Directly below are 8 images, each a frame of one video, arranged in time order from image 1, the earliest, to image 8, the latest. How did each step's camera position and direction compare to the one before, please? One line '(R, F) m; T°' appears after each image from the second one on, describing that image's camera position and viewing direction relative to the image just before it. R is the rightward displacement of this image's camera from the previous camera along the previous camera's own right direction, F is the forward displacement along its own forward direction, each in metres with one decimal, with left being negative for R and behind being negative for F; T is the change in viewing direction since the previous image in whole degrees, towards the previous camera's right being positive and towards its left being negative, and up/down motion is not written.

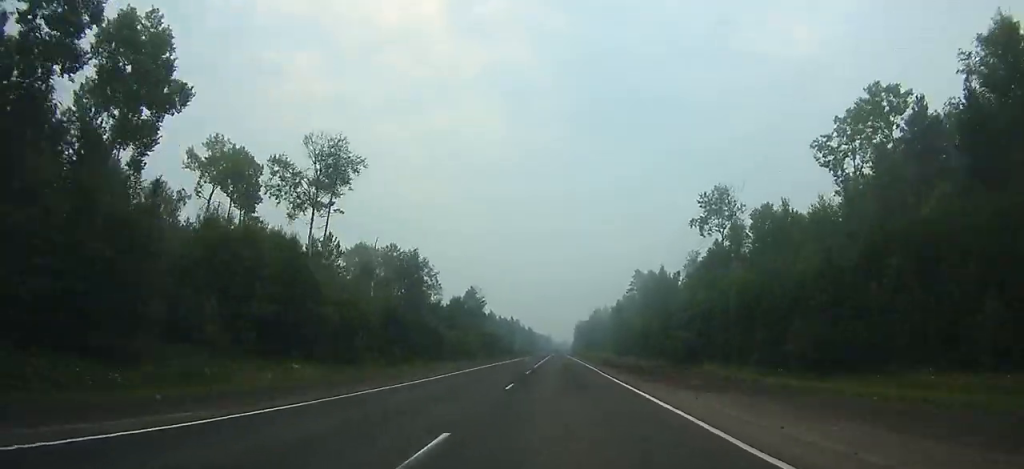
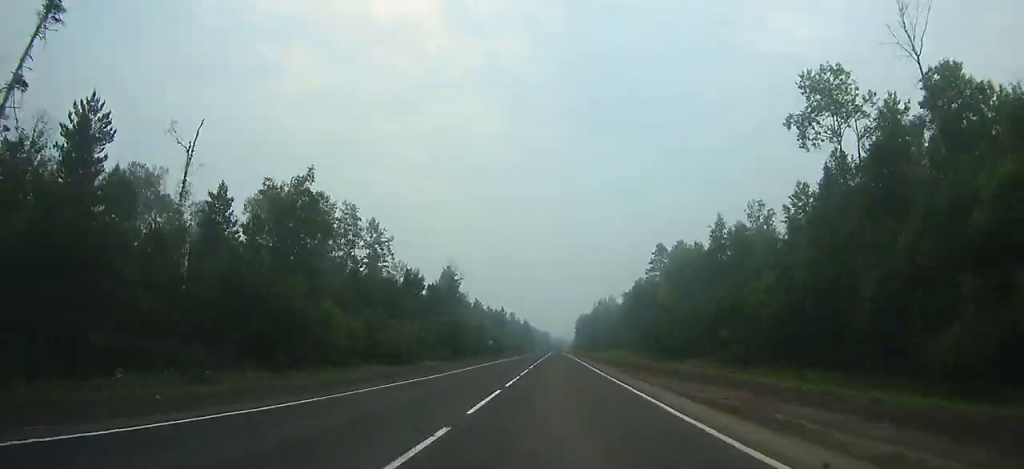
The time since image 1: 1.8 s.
(-1.7, +47.3) m; -2°
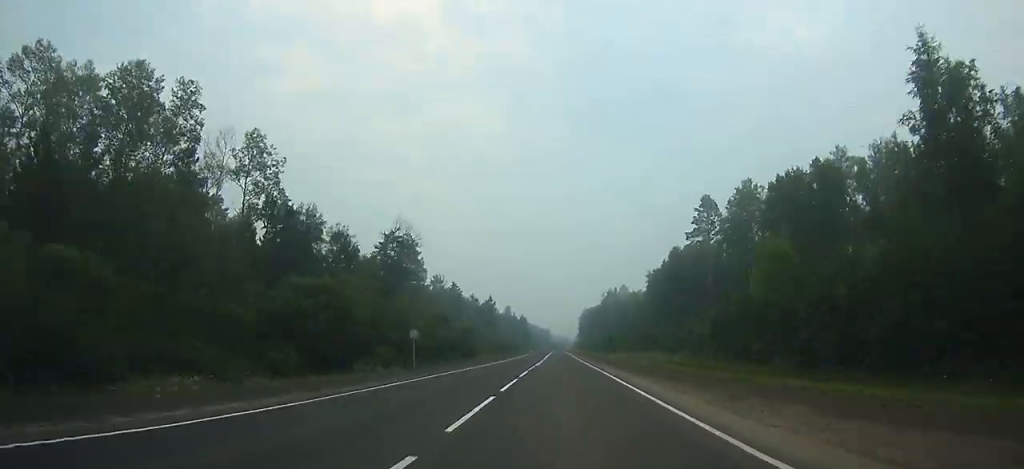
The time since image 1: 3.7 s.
(-5.1, +50.6) m; -2°
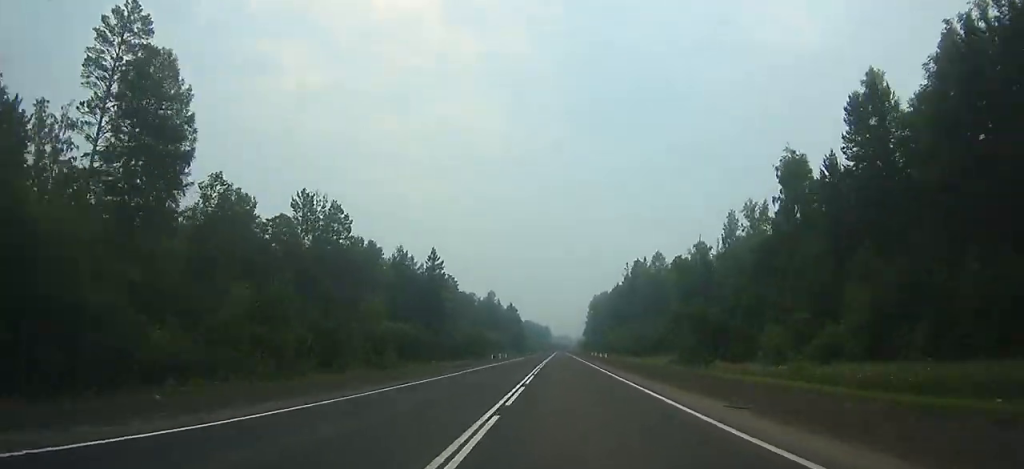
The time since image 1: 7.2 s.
(+5.4, +92.2) m; +4°
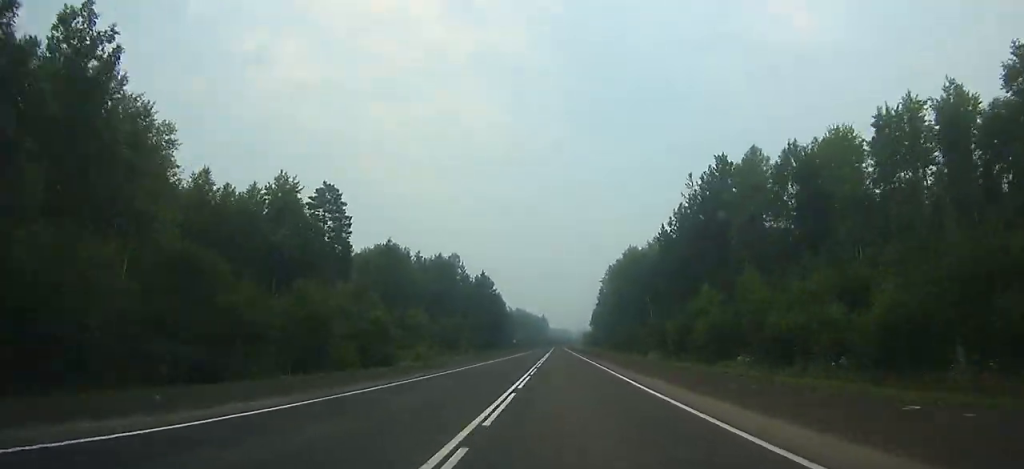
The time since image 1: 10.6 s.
(+0.3, +88.1) m; 0°
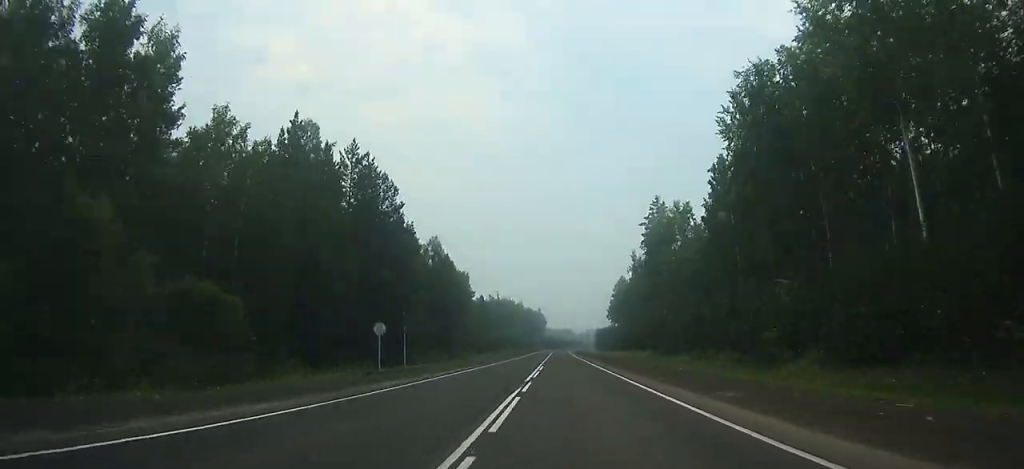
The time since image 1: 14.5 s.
(0.0, +103.2) m; 0°
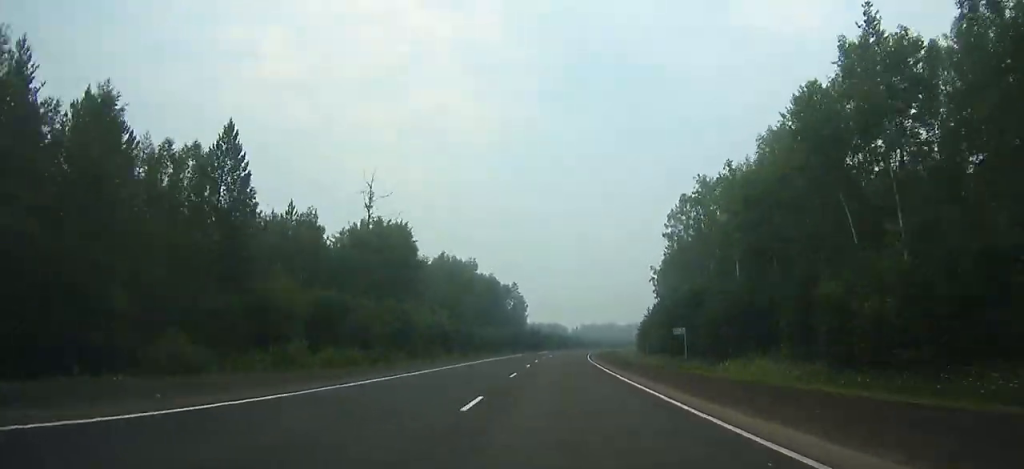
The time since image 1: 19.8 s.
(+0.7, +142.0) m; +2°
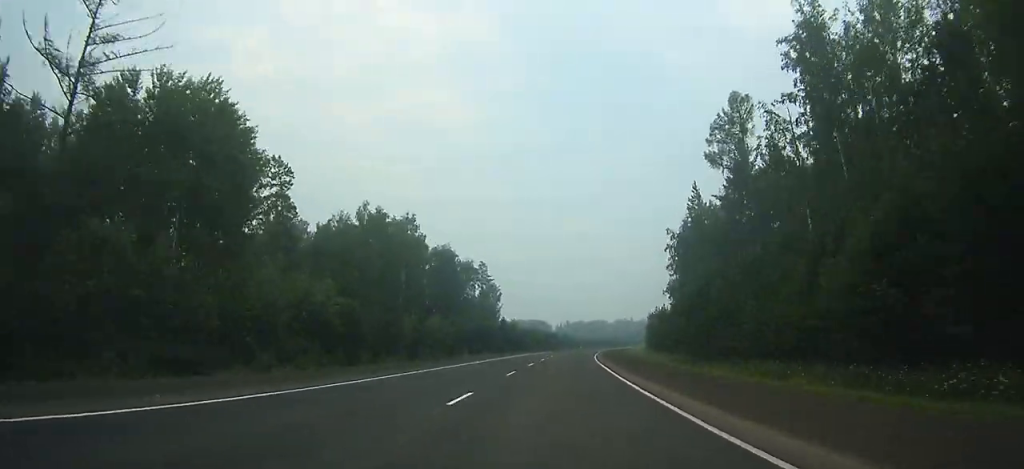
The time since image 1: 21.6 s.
(-0.1, +46.8) m; +2°
